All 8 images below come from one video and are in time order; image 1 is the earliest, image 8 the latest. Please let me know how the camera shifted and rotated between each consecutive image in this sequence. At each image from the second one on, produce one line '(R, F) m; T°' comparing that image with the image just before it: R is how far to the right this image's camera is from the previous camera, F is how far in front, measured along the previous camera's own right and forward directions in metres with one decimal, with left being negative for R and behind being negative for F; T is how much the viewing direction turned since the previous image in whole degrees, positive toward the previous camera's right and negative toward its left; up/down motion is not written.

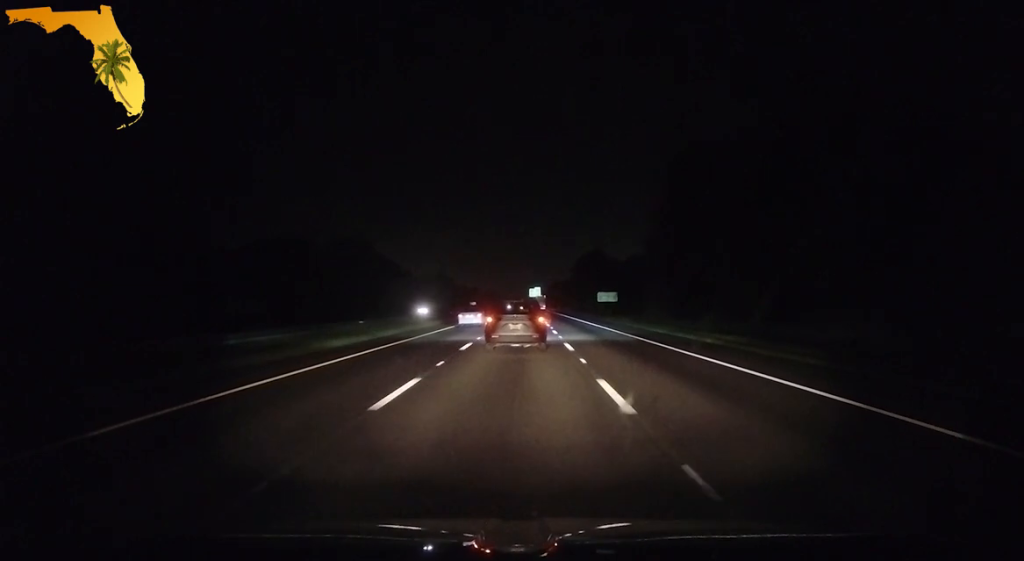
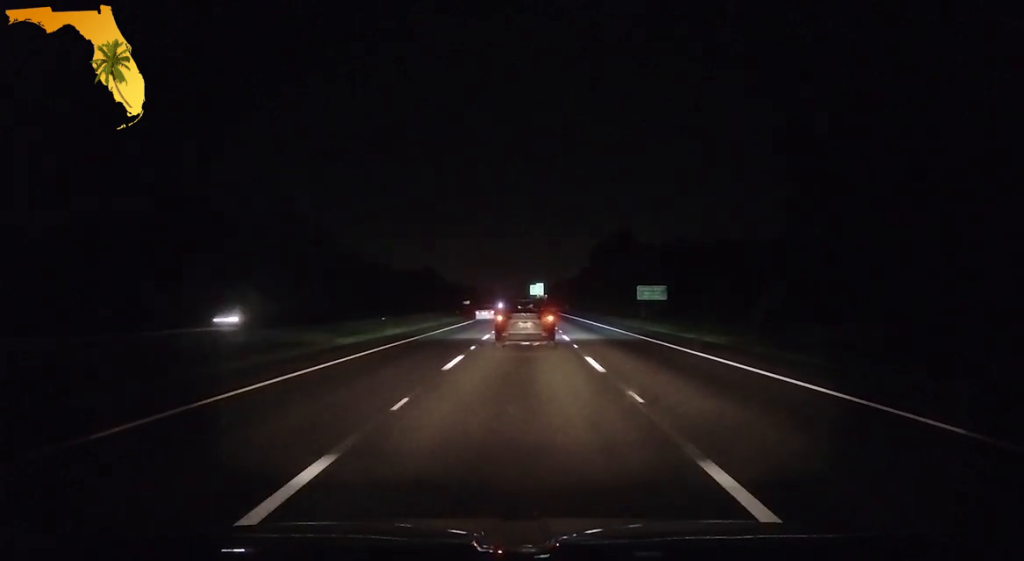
(+0.3, +55.2) m; 0°
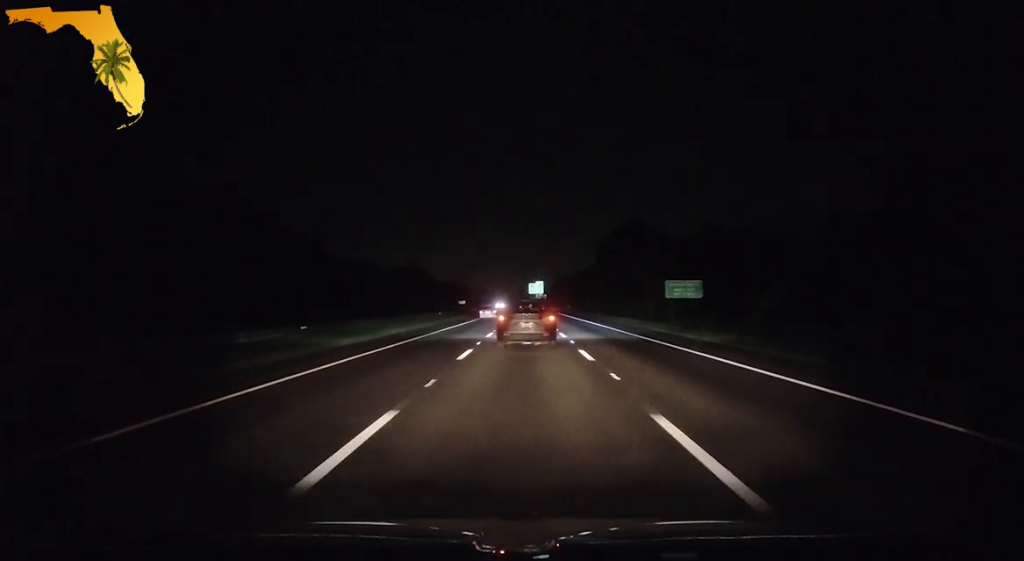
(0.0, +21.6) m; 0°
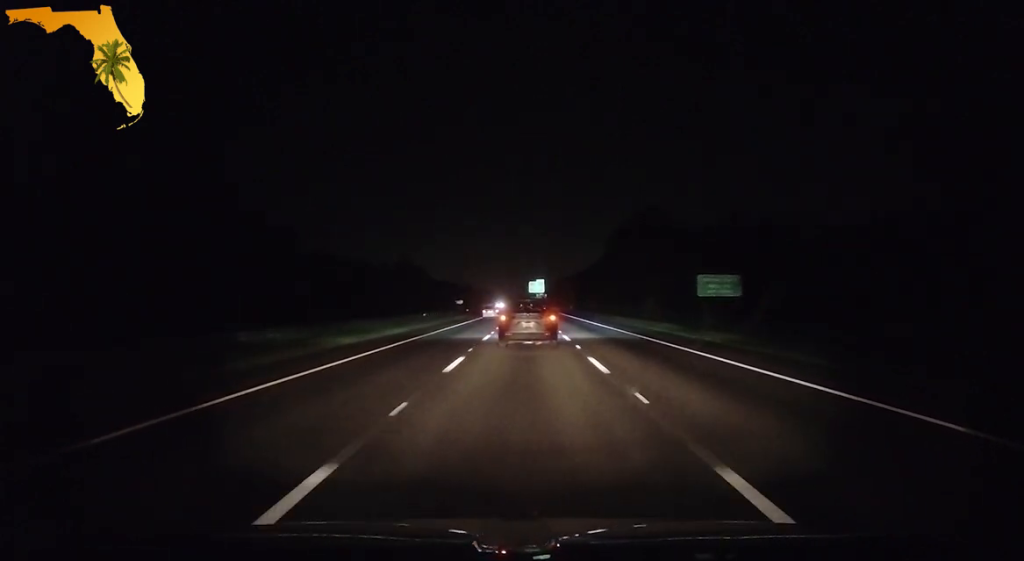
(0.0, +15.1) m; 0°
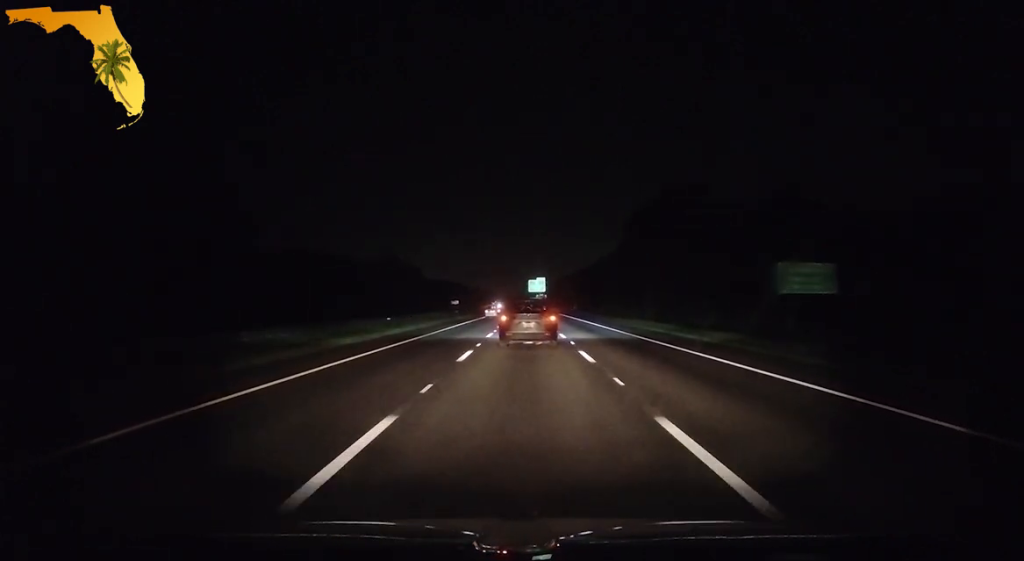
(-0.1, +21.6) m; 0°
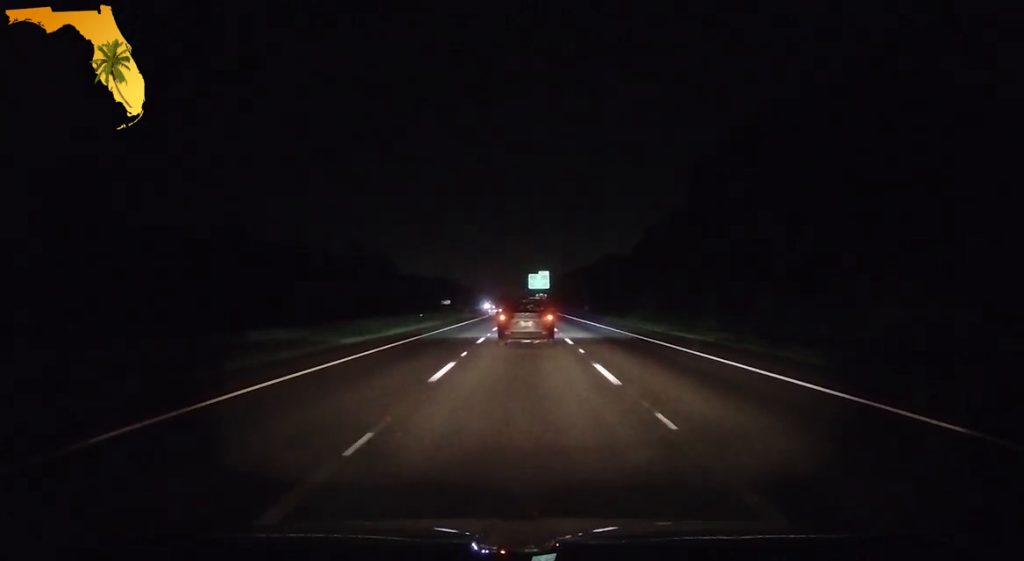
(-0.1, +40.8) m; 0°
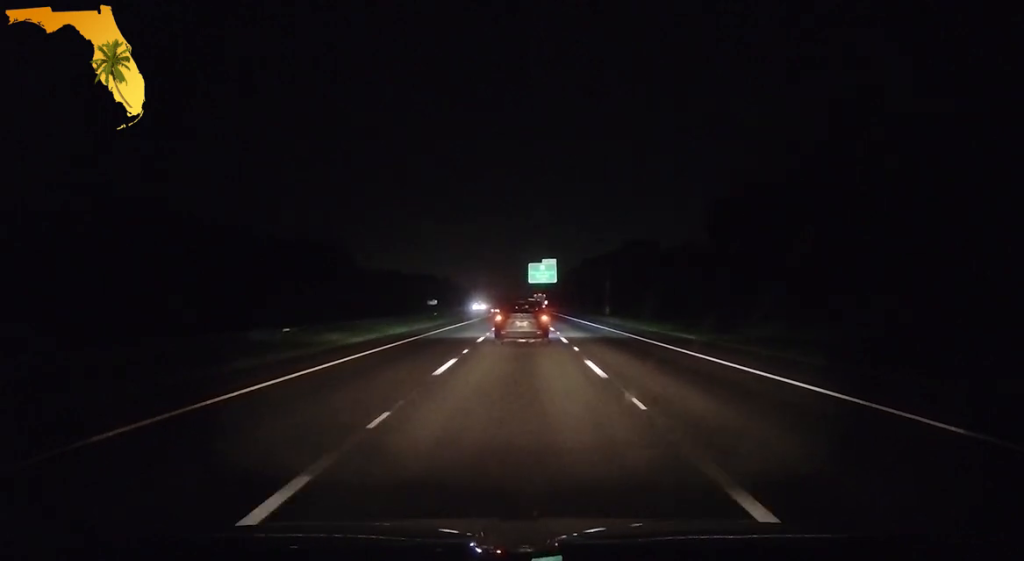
(+0.2, +46.7) m; 0°
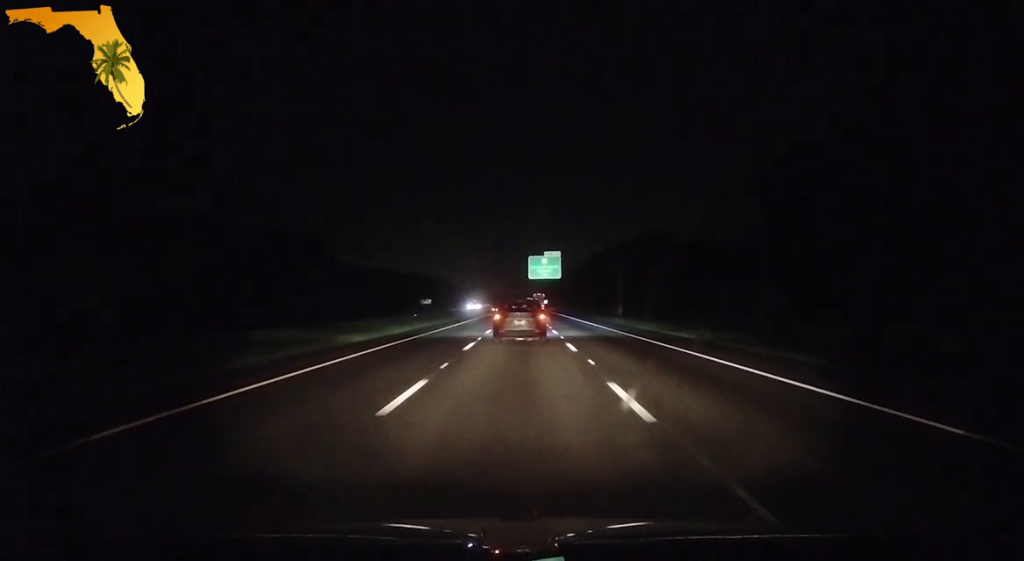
(-0.2, +17.0) m; 0°
